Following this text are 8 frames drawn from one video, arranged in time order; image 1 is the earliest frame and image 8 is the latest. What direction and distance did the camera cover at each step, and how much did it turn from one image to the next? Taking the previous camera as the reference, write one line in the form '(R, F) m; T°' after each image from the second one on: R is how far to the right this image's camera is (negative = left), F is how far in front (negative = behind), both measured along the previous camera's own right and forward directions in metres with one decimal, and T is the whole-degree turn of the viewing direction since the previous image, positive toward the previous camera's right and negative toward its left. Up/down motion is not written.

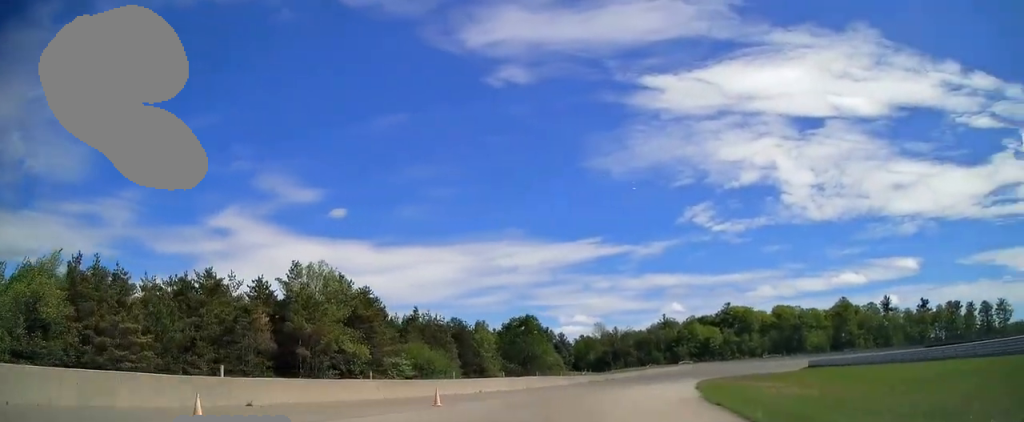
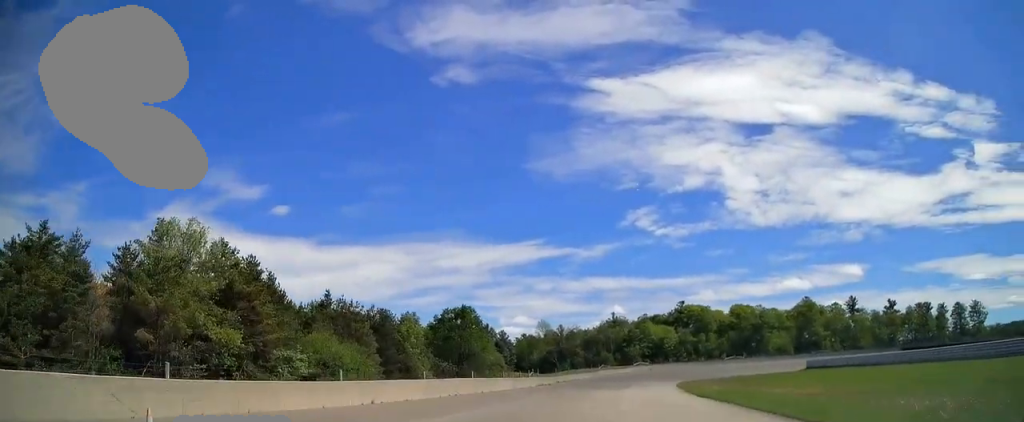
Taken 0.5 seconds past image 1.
(+0.8, +16.3) m; +5°
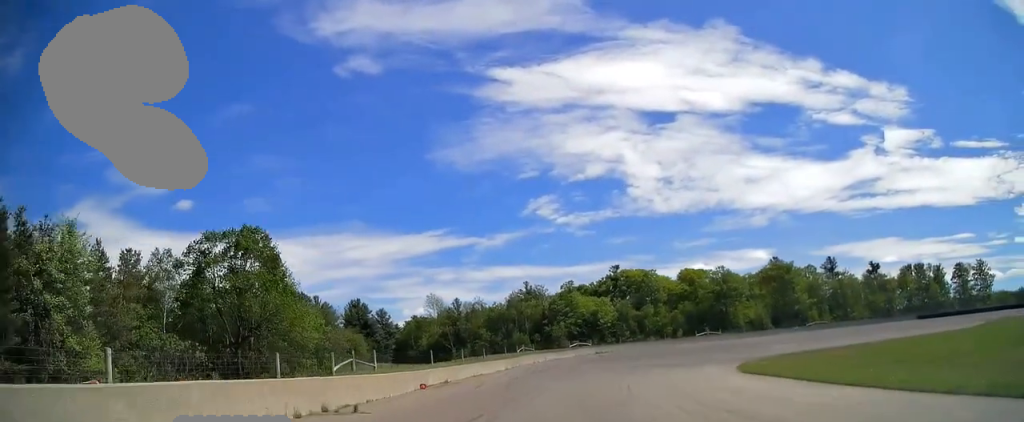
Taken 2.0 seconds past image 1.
(+5.1, +48.8) m; +13°
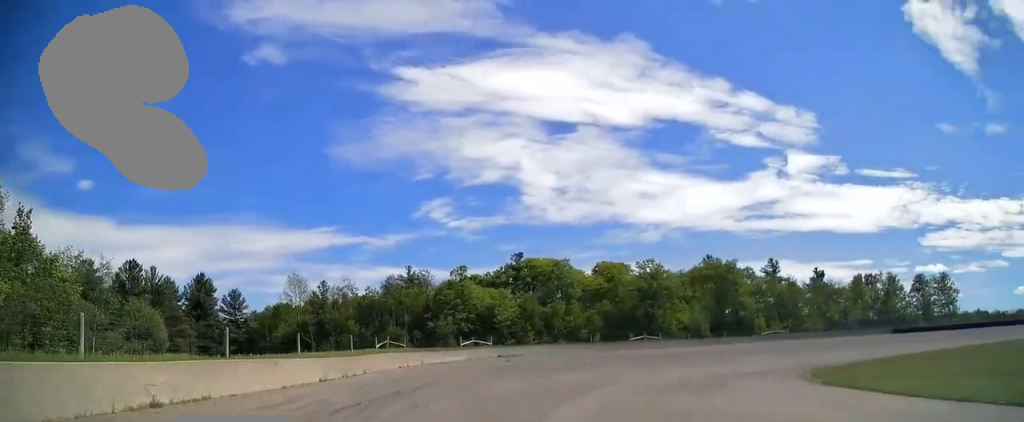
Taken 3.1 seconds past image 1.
(+3.3, +30.2) m; +9°
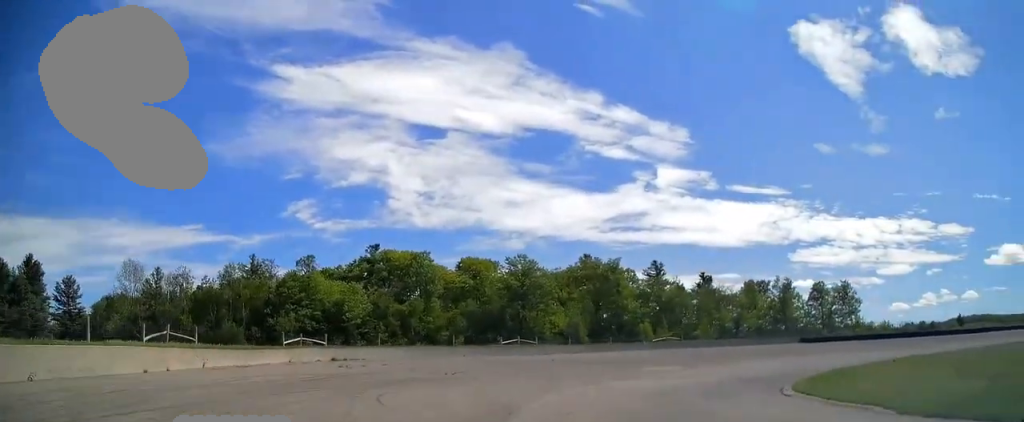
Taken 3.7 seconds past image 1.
(+0.6, +16.9) m; +13°
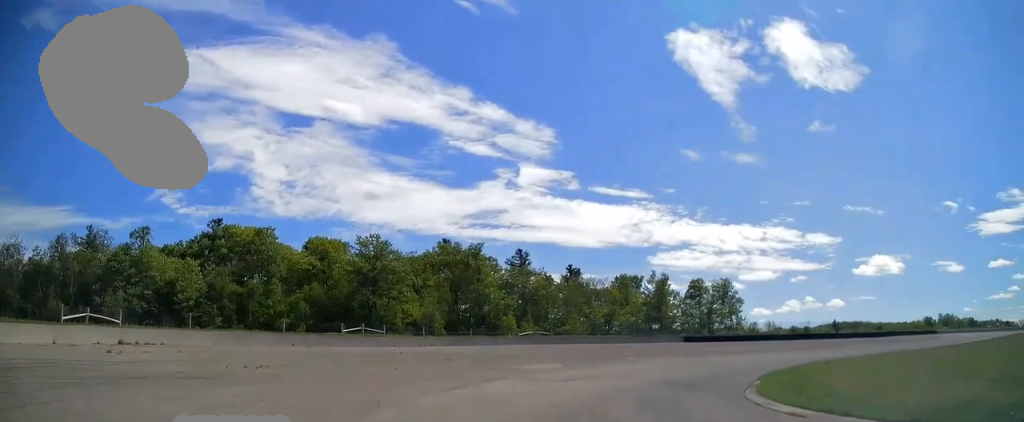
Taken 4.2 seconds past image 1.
(-2.4, +12.9) m; +12°
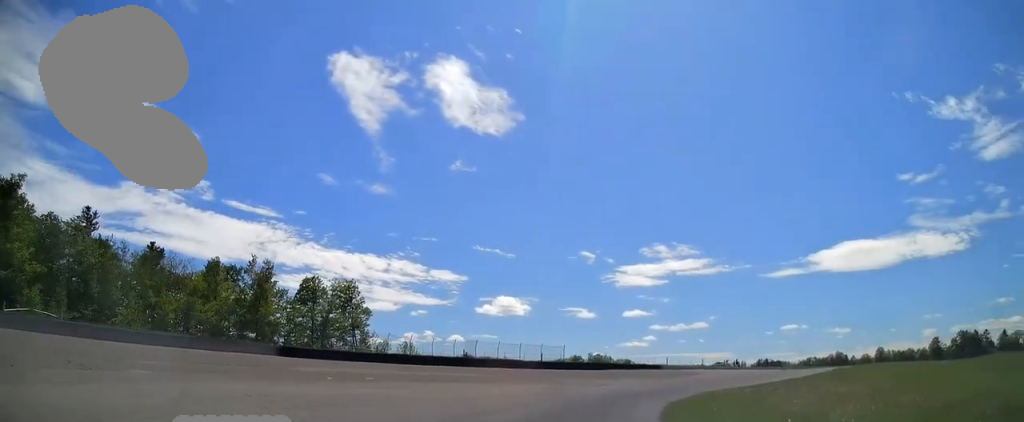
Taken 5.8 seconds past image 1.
(+17.0, +37.3) m; +35°
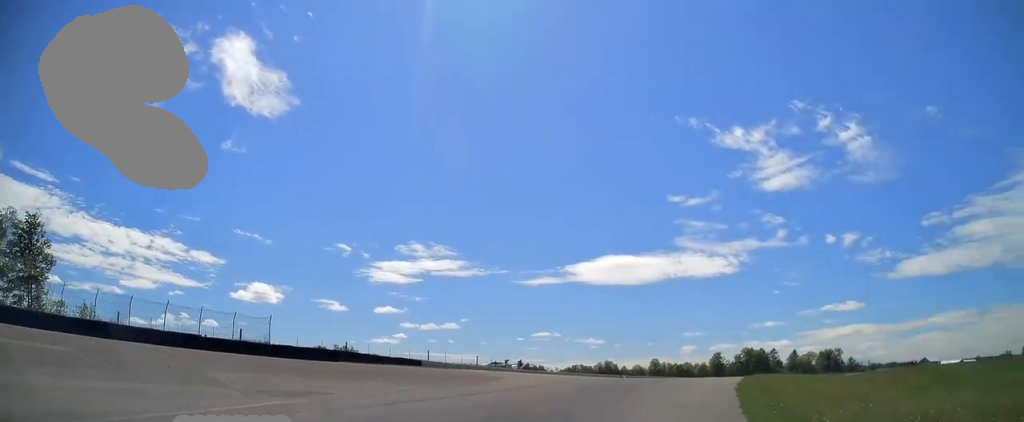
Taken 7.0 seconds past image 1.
(+5.6, +29.5) m; +25°
